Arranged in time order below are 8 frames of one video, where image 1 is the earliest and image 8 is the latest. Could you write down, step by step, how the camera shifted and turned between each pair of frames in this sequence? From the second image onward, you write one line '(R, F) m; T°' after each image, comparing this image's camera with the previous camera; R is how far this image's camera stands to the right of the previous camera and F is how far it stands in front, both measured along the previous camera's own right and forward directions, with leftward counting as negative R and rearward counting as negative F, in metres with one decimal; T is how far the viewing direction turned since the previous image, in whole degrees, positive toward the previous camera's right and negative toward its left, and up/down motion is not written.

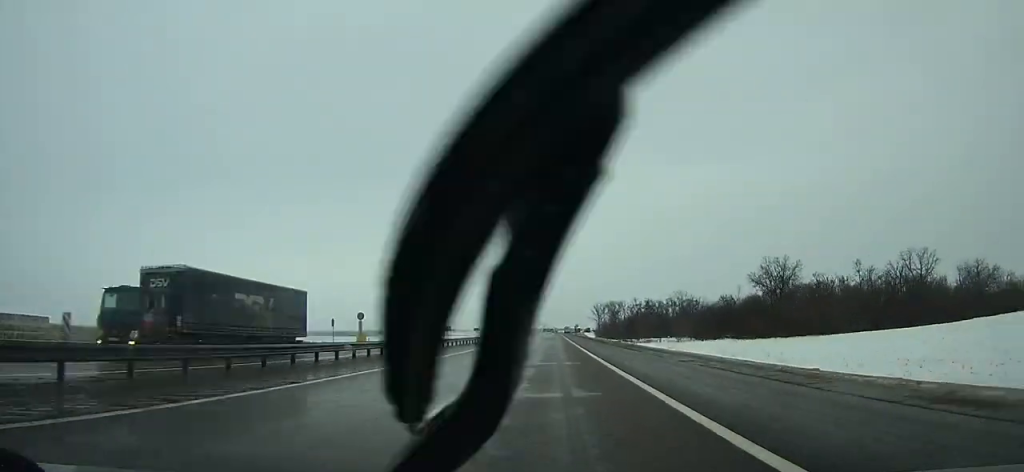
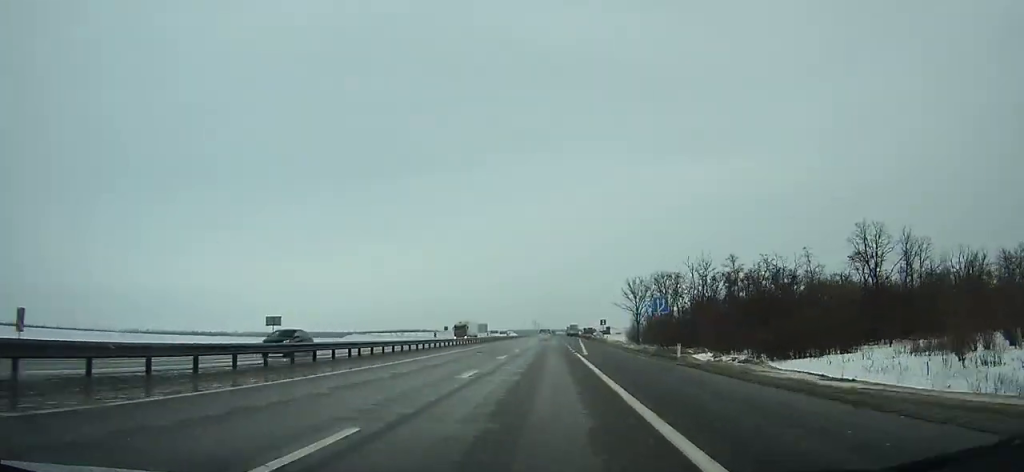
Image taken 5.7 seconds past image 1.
(+0.1, +141.9) m; 0°
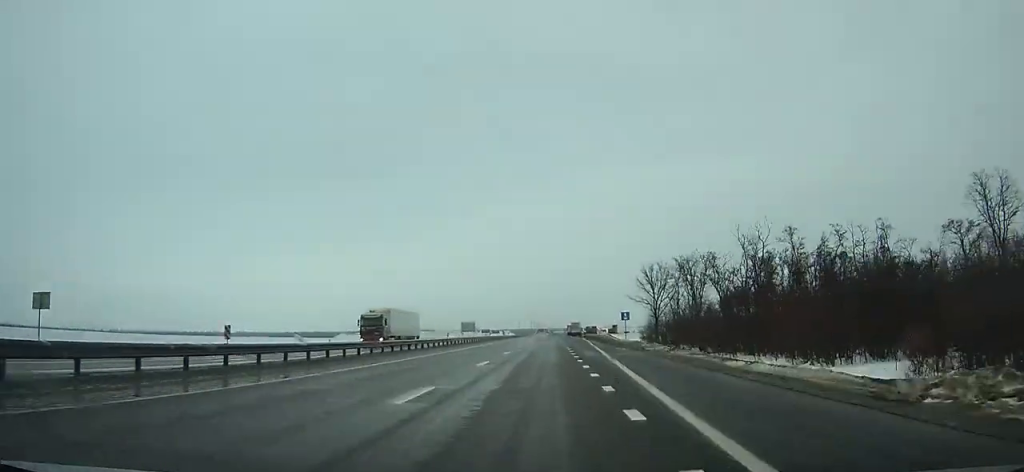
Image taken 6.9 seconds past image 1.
(-0.1, +29.3) m; 0°
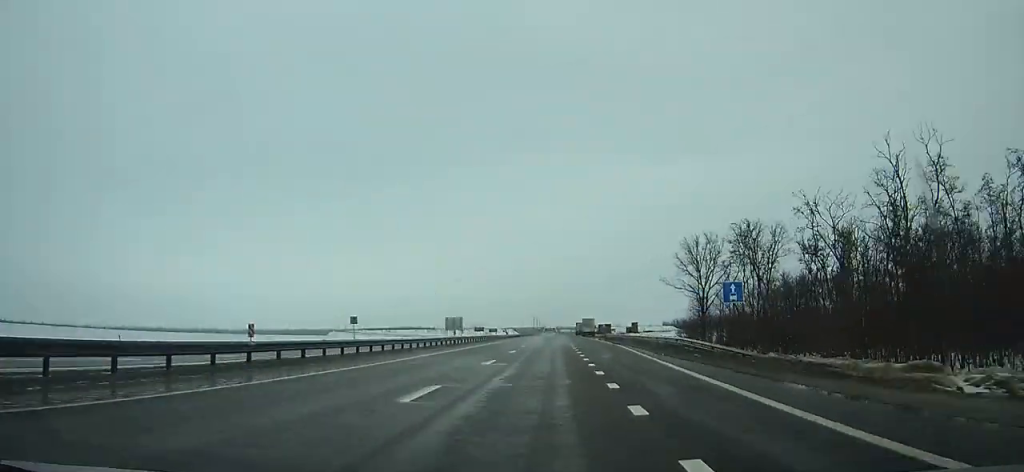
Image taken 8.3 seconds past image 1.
(0.0, +34.2) m; 0°
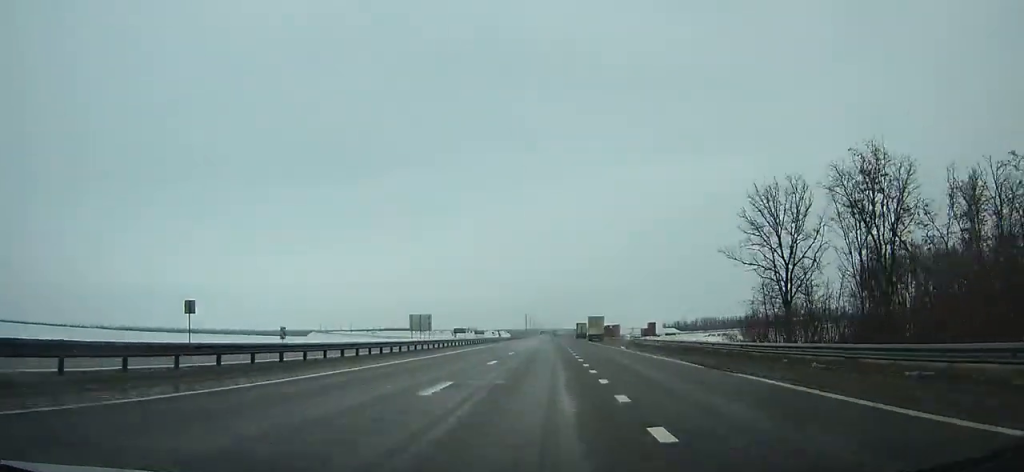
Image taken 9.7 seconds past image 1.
(-0.1, +34.1) m; 0°
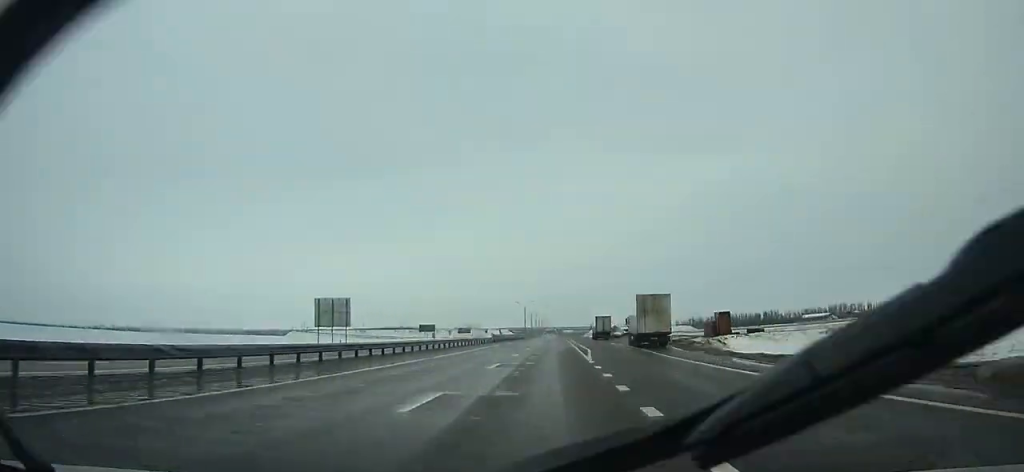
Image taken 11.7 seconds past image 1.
(0.0, +48.9) m; 0°
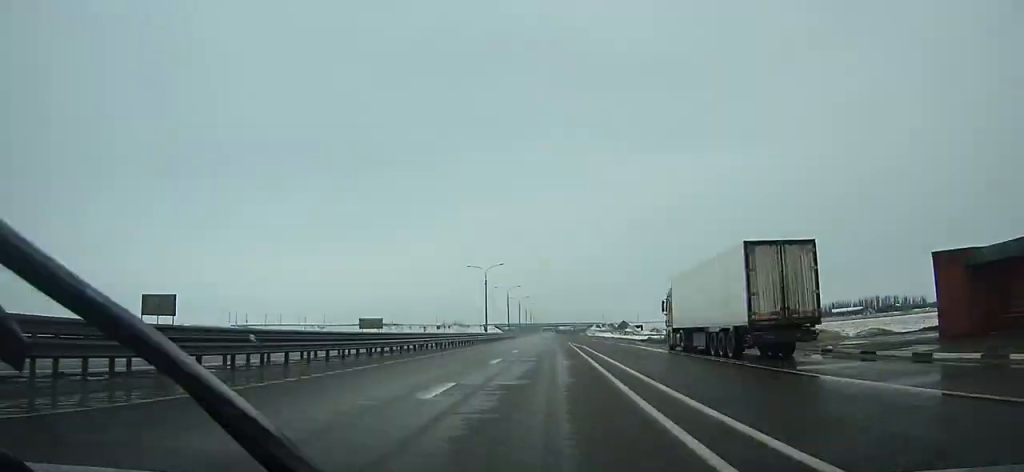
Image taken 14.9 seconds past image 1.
(+0.1, +78.5) m; 0°
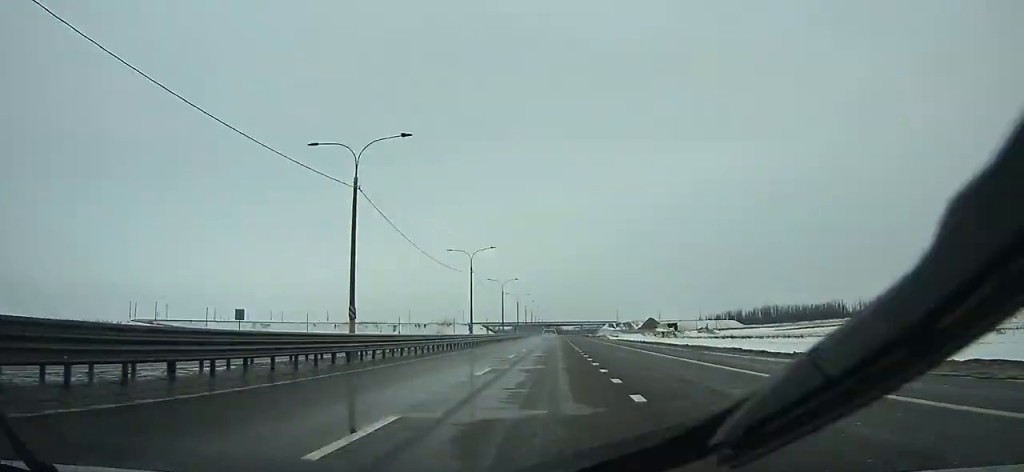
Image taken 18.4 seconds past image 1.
(-0.1, +86.9) m; 0°
